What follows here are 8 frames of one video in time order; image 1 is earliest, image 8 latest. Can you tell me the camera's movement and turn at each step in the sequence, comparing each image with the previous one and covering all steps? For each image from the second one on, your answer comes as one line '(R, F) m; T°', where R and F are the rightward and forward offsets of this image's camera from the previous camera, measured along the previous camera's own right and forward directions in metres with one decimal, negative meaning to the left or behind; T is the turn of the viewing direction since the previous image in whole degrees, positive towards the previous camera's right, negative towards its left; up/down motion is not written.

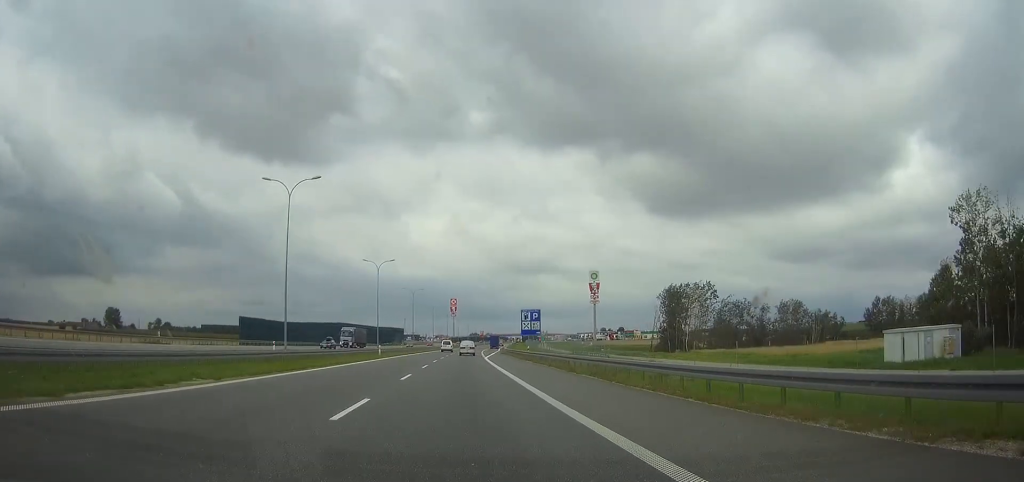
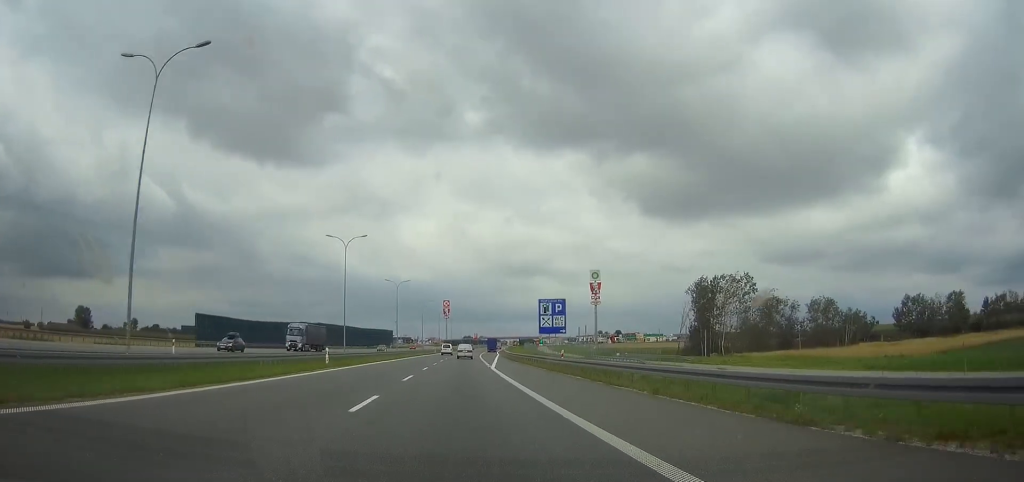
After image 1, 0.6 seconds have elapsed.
(0.0, +22.4) m; 0°
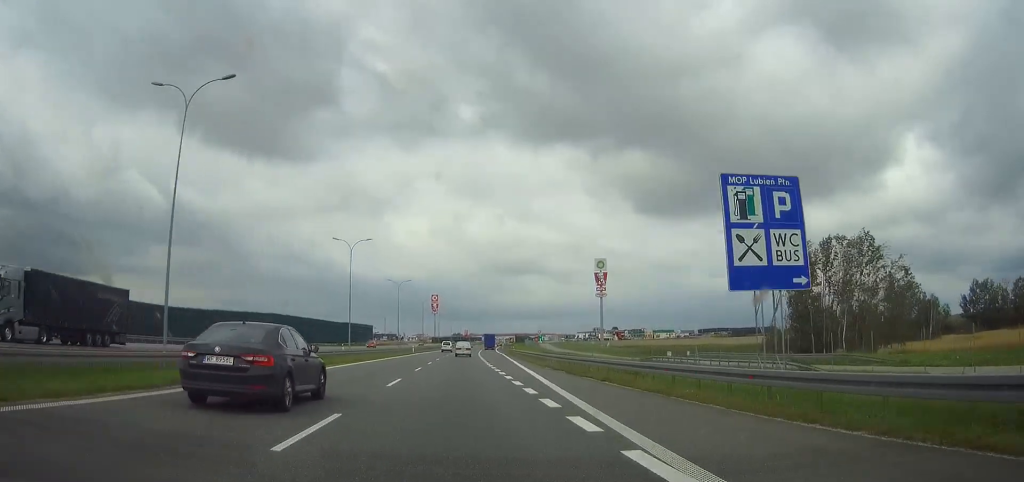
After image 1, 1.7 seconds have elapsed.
(+0.3, +41.1) m; +1°
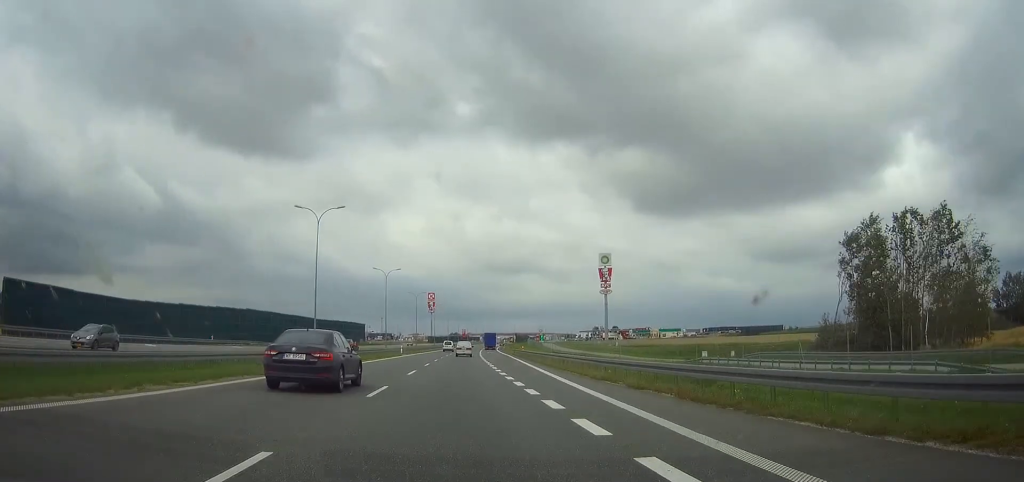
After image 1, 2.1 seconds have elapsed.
(+0.1, +16.2) m; 0°
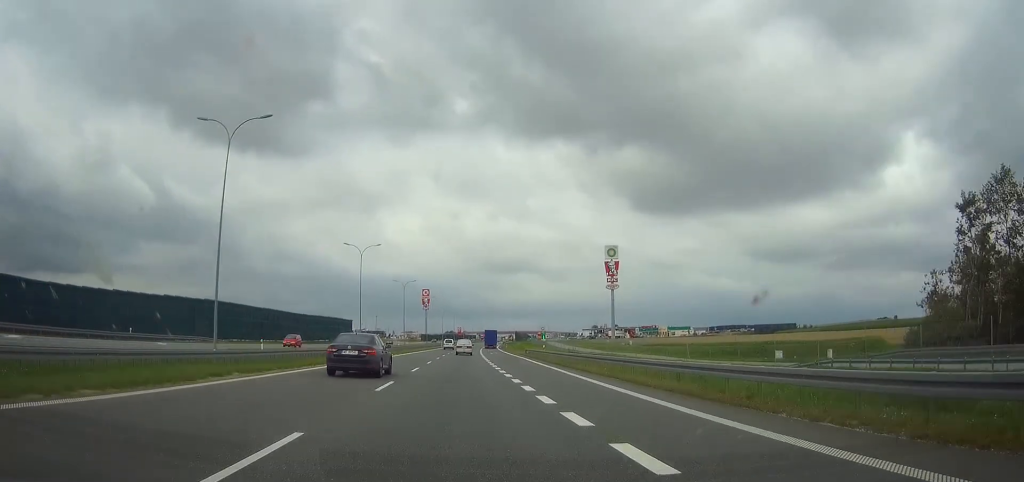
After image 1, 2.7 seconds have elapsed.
(0.0, +22.5) m; 0°
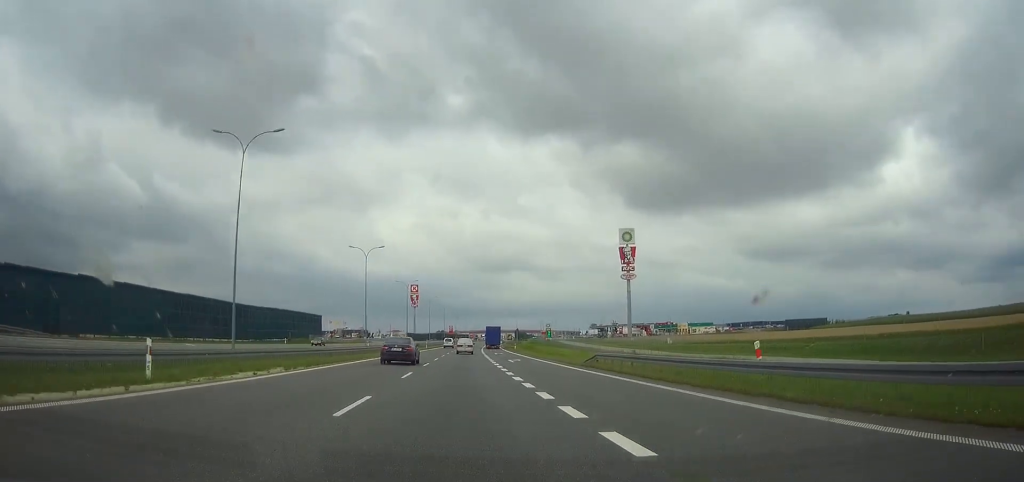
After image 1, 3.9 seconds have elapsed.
(+0.4, +42.4) m; +1°
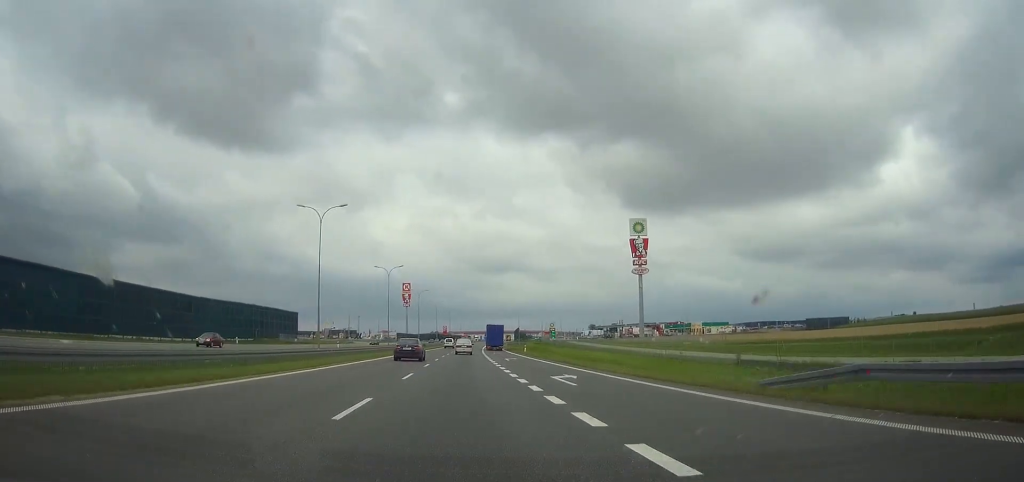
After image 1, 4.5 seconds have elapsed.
(+0.1, +24.8) m; 0°
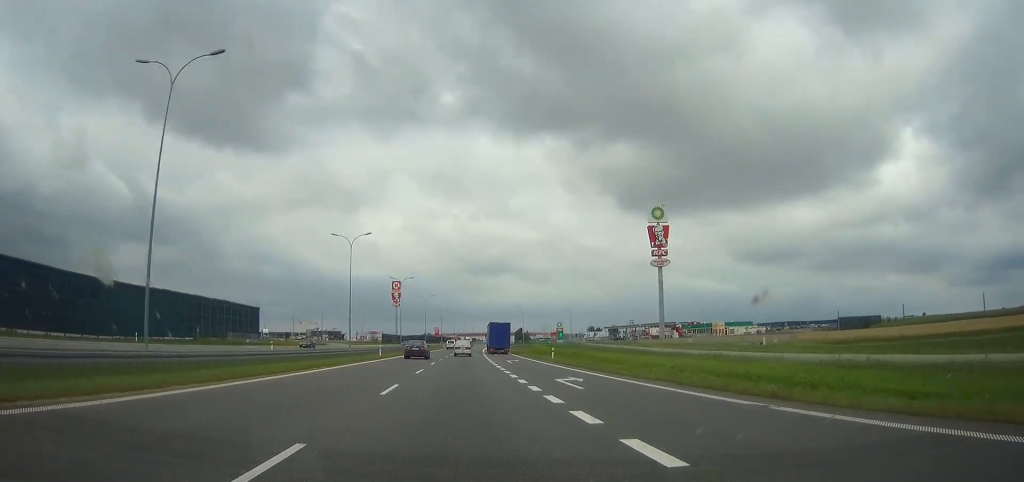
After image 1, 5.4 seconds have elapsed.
(+0.1, +31.0) m; 0°
